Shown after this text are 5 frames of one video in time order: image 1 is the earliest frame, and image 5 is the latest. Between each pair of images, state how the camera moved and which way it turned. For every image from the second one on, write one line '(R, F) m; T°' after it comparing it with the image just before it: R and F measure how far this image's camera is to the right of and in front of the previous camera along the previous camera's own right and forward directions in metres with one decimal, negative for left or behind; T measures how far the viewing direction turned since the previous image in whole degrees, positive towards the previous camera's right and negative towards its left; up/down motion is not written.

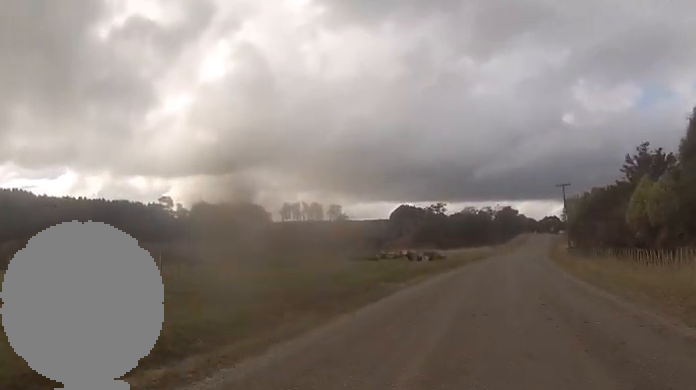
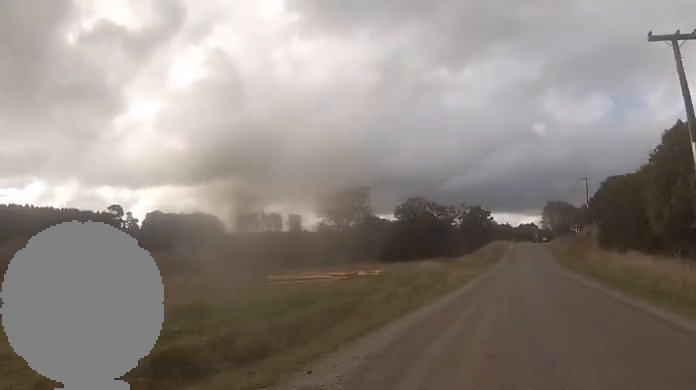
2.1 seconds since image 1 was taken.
(-1.8, +49.9) m; -2°
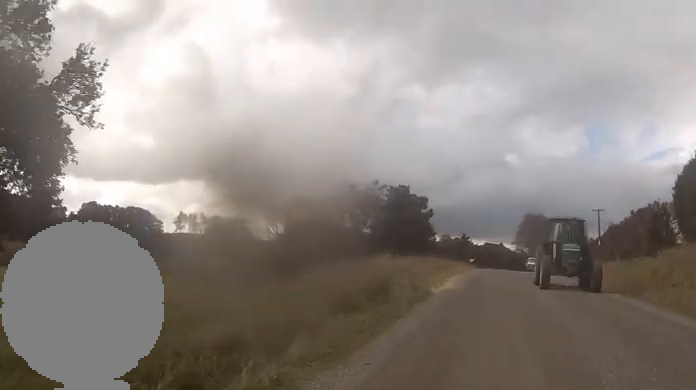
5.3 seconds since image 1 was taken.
(+7.0, +71.3) m; +14°
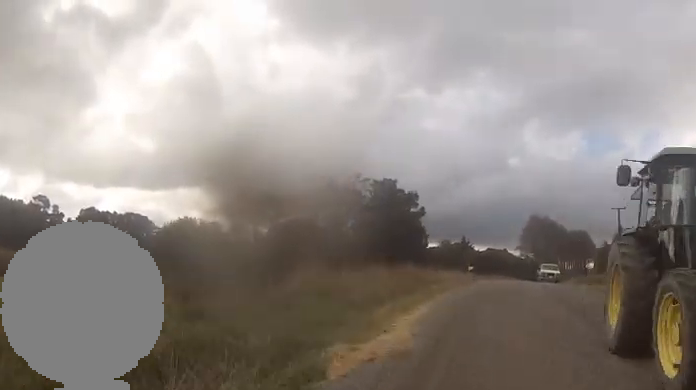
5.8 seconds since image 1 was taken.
(+0.2, +10.8) m; +1°
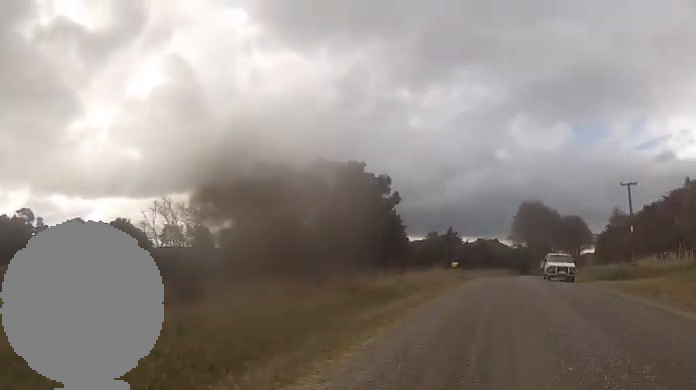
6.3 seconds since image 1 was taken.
(0.0, +9.9) m; 0°
